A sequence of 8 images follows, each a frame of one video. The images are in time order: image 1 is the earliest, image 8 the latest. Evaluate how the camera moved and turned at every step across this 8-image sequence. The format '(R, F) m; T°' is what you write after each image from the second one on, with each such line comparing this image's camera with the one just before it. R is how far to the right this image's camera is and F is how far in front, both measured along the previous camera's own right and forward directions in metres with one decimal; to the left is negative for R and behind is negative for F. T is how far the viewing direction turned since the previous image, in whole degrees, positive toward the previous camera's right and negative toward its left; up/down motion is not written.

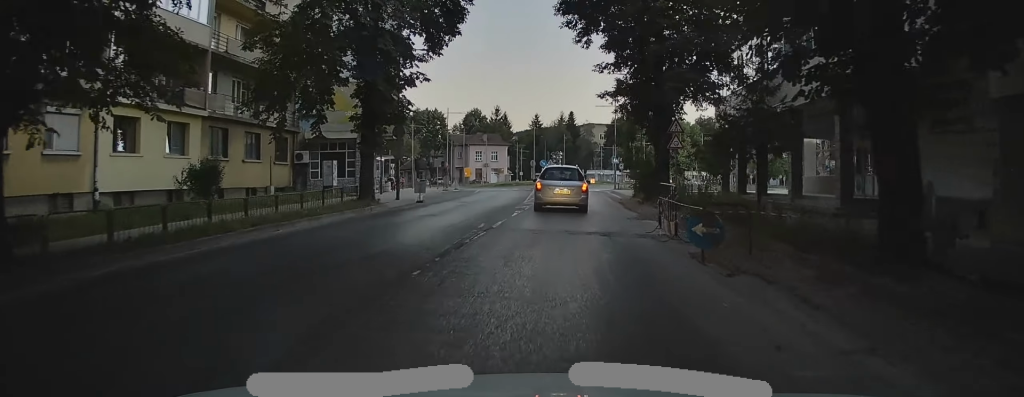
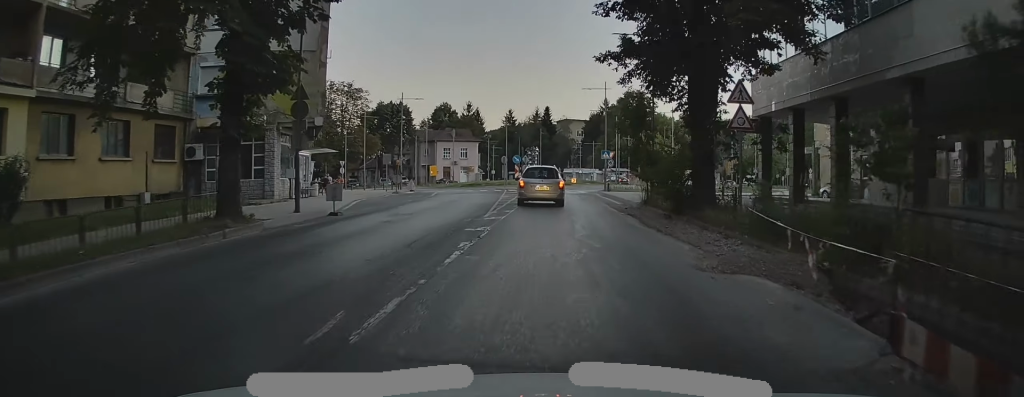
(-0.3, +10.6) m; +1°
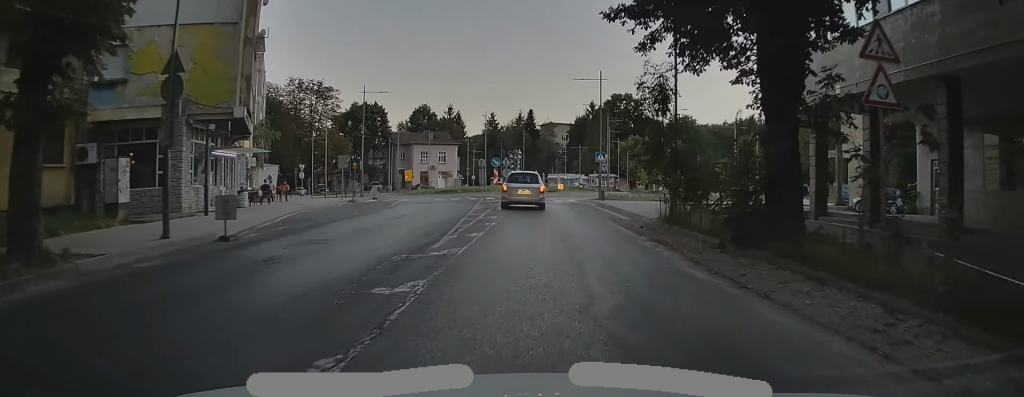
(+0.2, +7.0) m; +2°
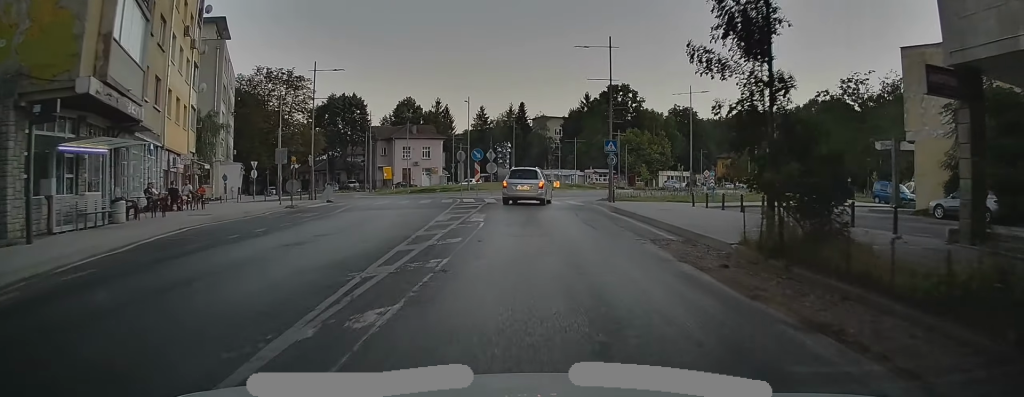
(0.0, +8.4) m; -2°
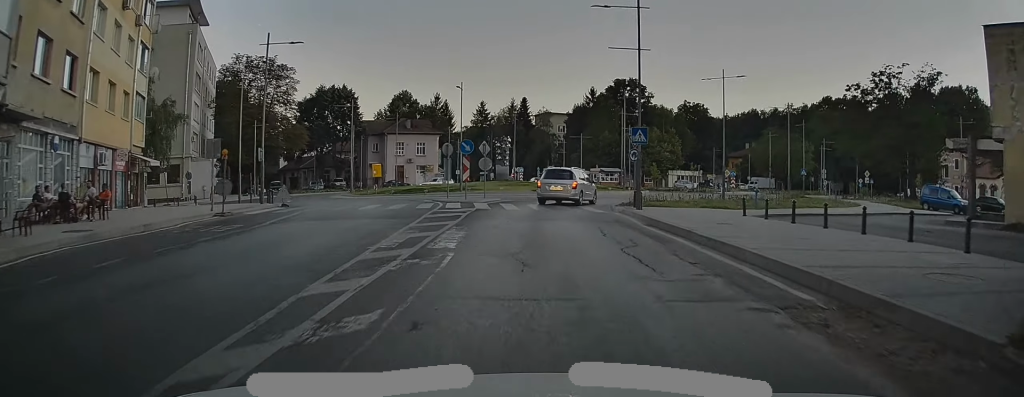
(-0.2, +6.8) m; -1°
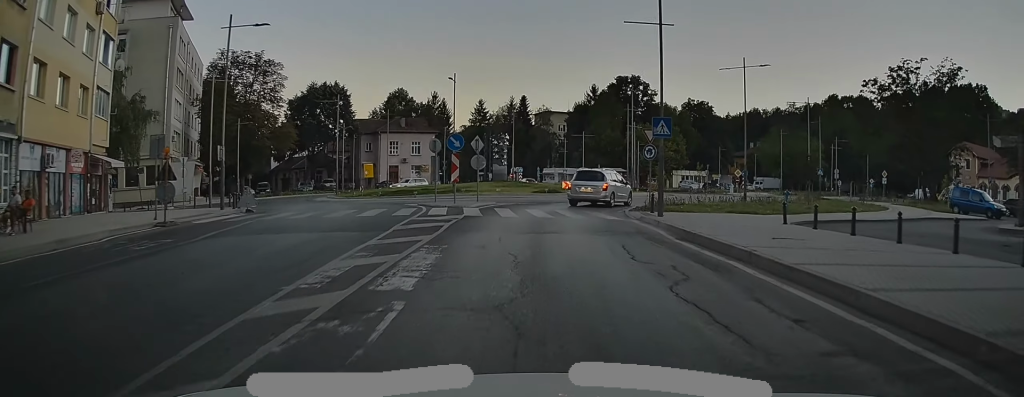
(-0.1, +3.7) m; 0°
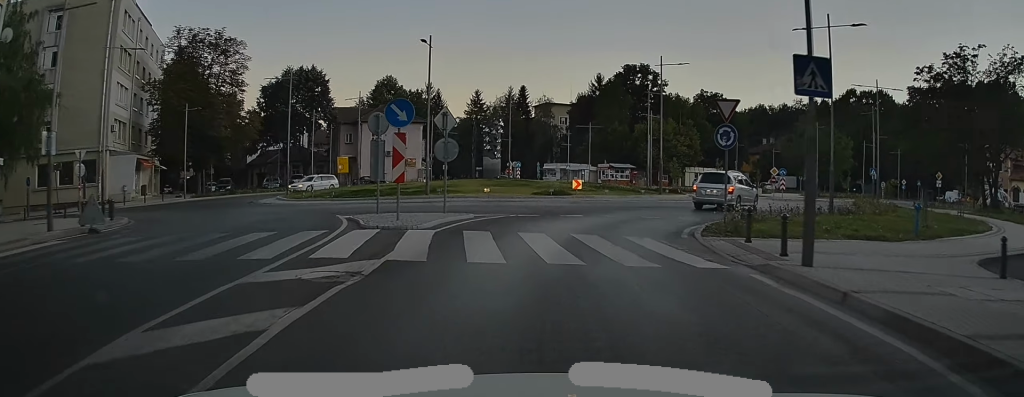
(+0.4, +10.0) m; +6°
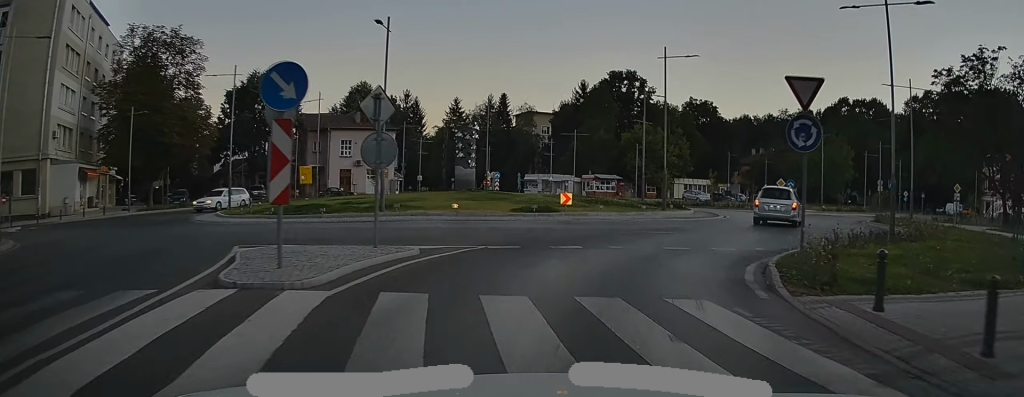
(0.0, +5.7) m; +6°
